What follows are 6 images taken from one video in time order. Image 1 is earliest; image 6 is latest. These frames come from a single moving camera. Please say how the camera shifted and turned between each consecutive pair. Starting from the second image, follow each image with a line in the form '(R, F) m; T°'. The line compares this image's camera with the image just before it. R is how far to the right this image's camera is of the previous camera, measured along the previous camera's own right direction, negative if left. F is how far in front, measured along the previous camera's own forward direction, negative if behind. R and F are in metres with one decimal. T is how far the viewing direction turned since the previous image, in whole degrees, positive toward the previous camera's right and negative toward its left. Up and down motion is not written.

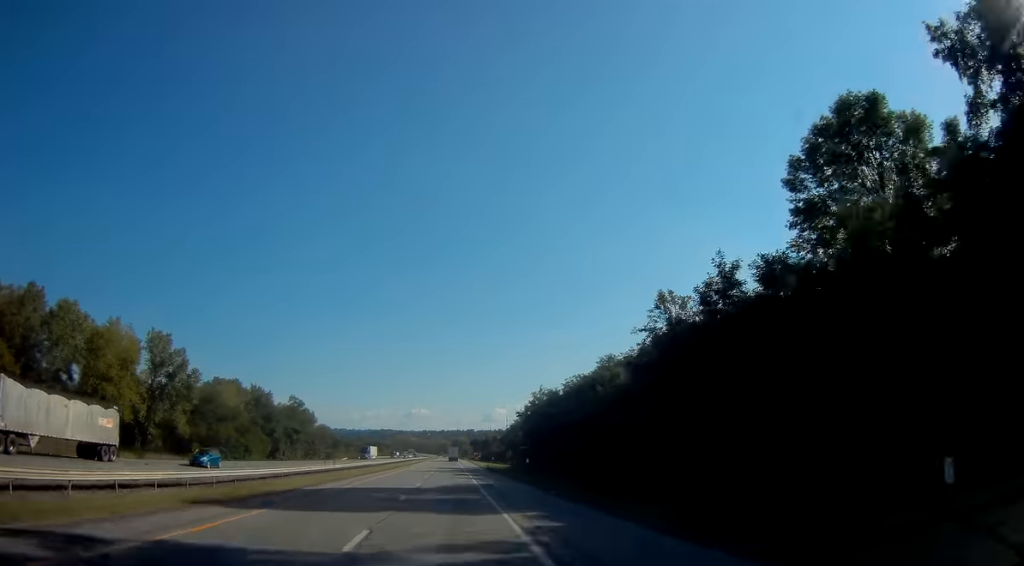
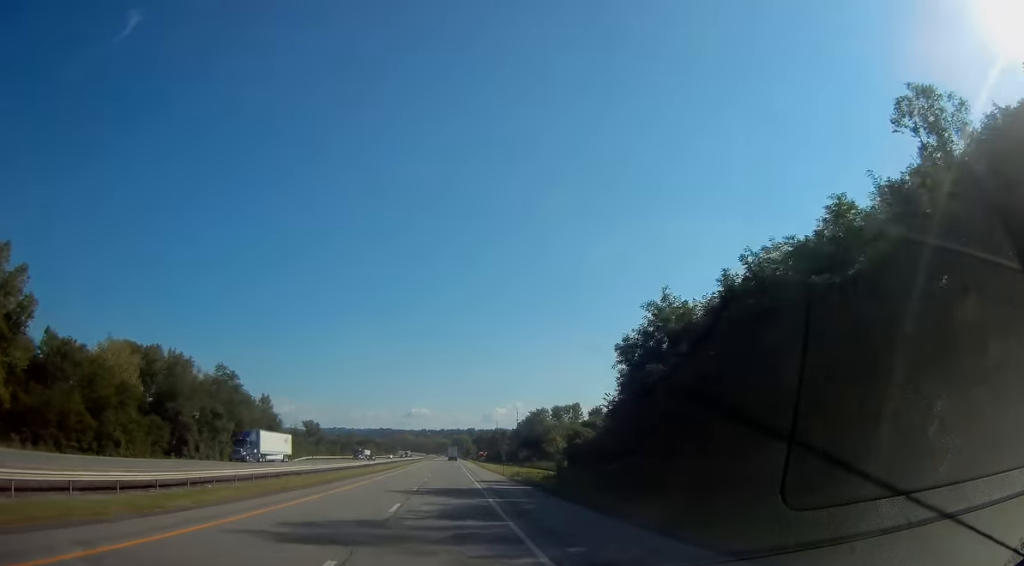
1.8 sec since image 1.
(-0.2, +53.3) m; 0°
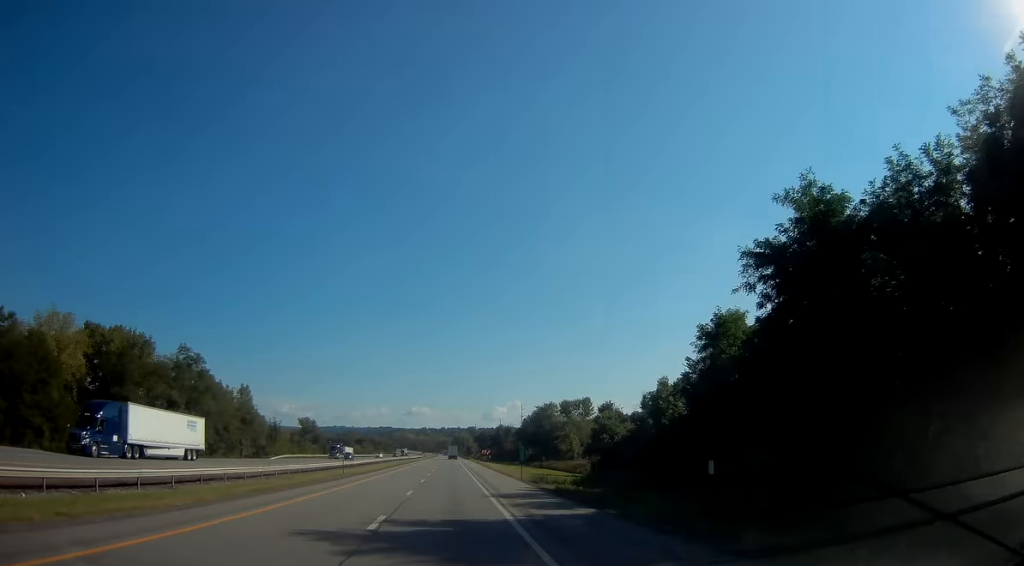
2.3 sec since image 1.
(+0.1, +17.1) m; 0°
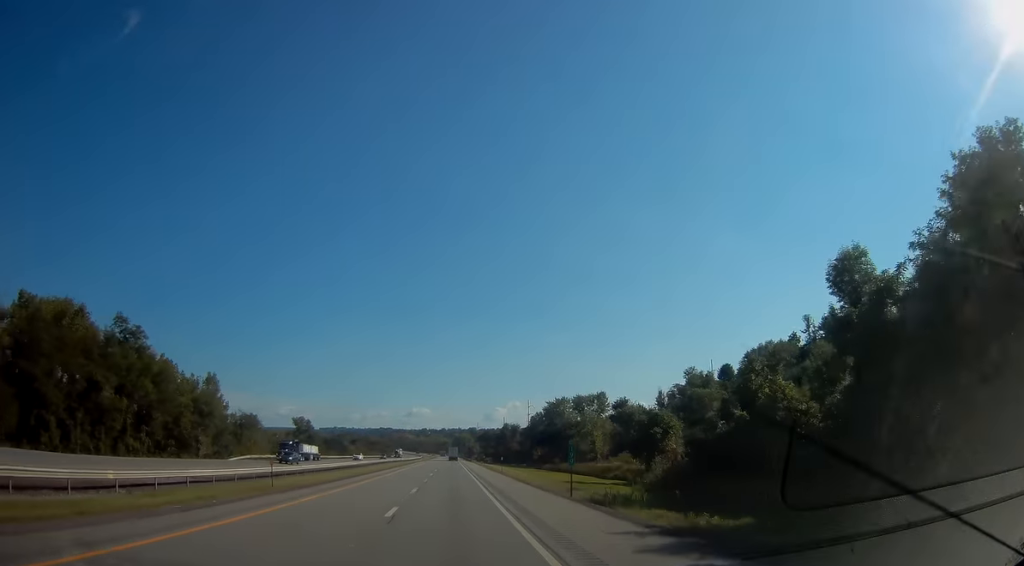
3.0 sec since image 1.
(-0.2, +21.2) m; 0°
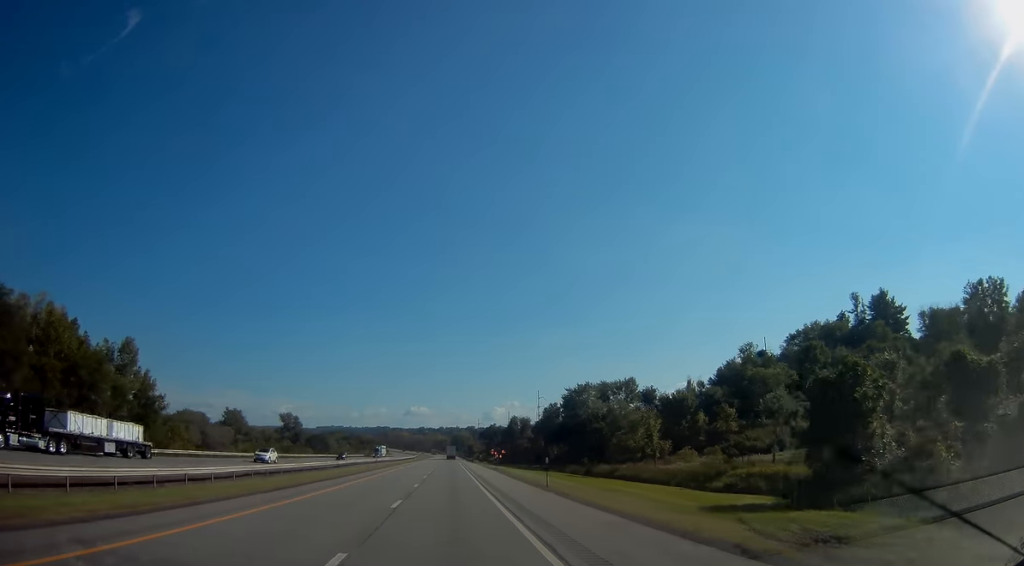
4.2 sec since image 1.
(+0.4, +34.3) m; +1°
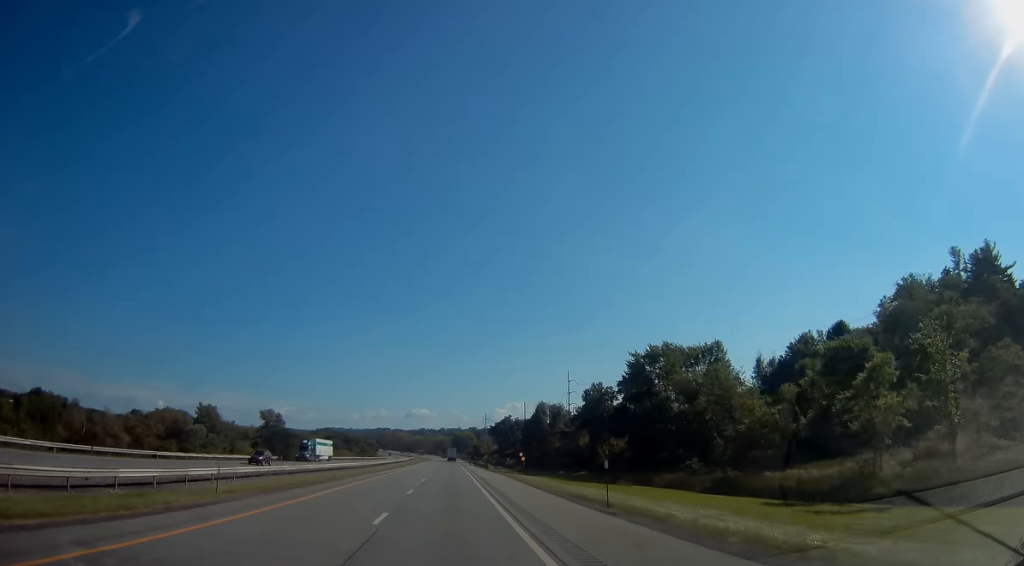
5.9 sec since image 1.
(-0.3, +53.3) m; -1°
